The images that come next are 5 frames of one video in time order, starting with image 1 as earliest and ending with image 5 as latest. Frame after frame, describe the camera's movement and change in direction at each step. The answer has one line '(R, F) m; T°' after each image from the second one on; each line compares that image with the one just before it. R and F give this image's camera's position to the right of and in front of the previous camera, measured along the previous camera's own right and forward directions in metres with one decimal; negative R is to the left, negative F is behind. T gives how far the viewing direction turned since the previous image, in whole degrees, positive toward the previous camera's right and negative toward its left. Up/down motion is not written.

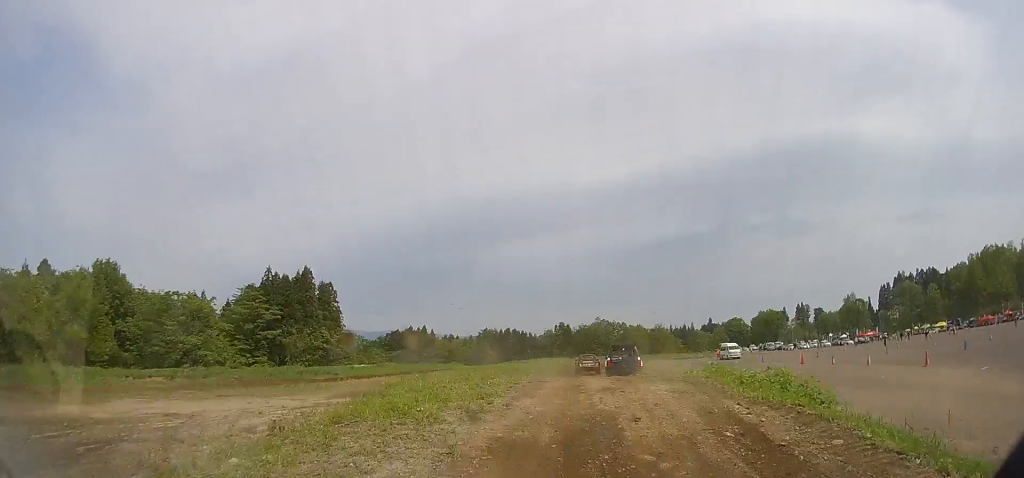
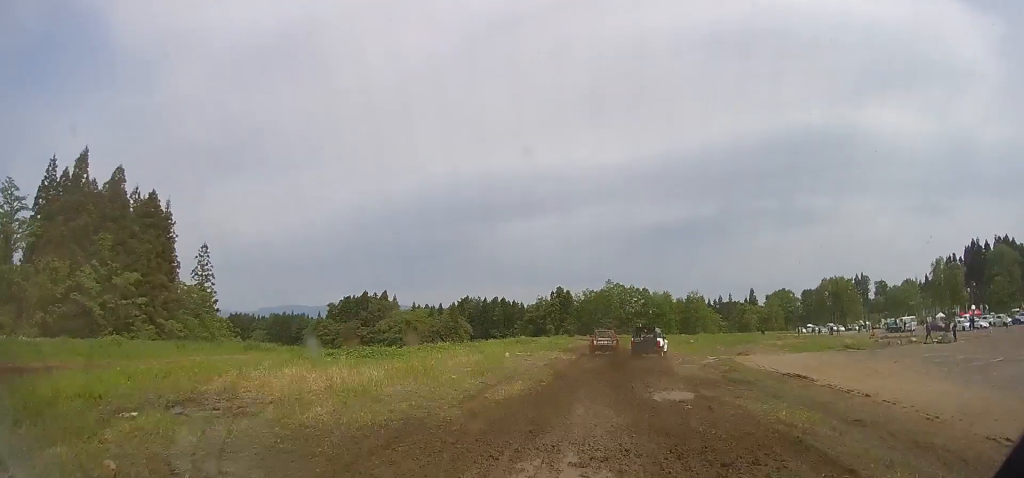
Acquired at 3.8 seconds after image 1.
(-0.1, +59.0) m; 0°
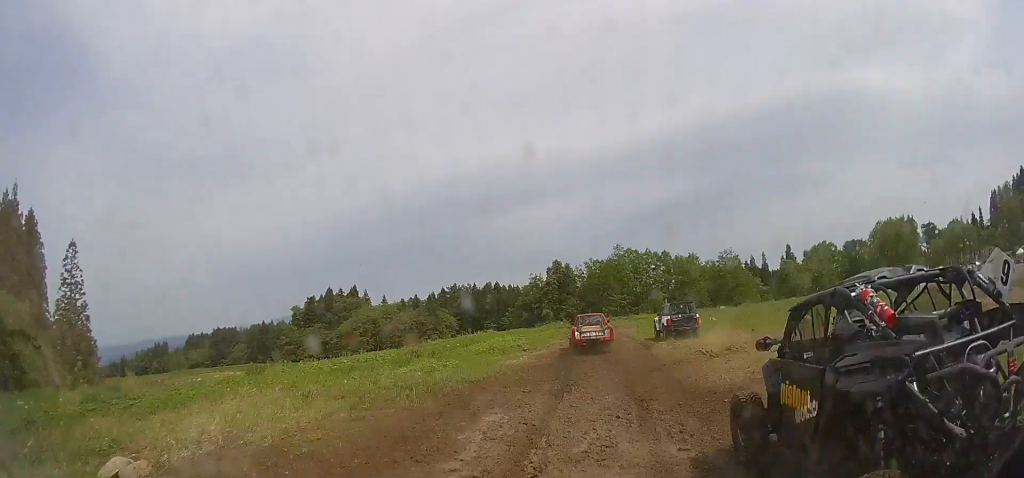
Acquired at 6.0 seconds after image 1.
(+0.4, +33.1) m; 0°
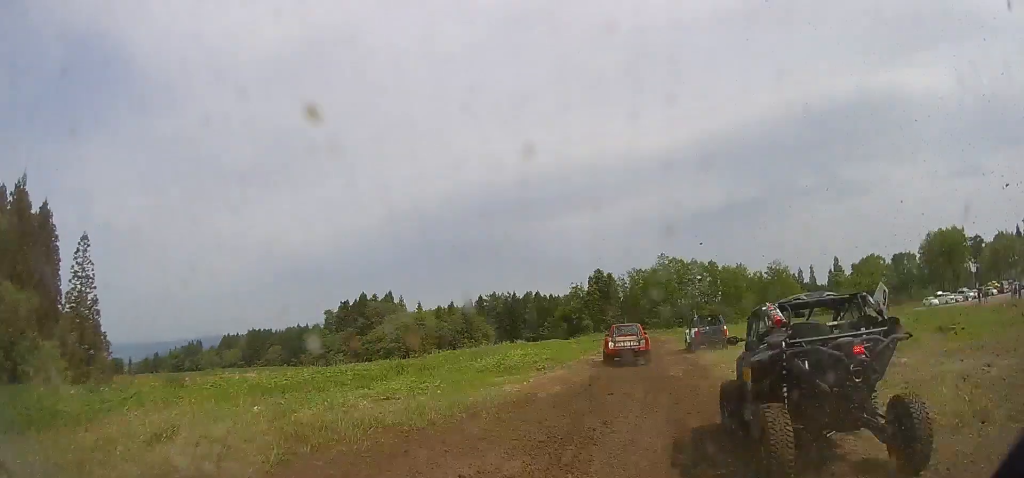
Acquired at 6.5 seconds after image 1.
(0.0, +7.4) m; -1°
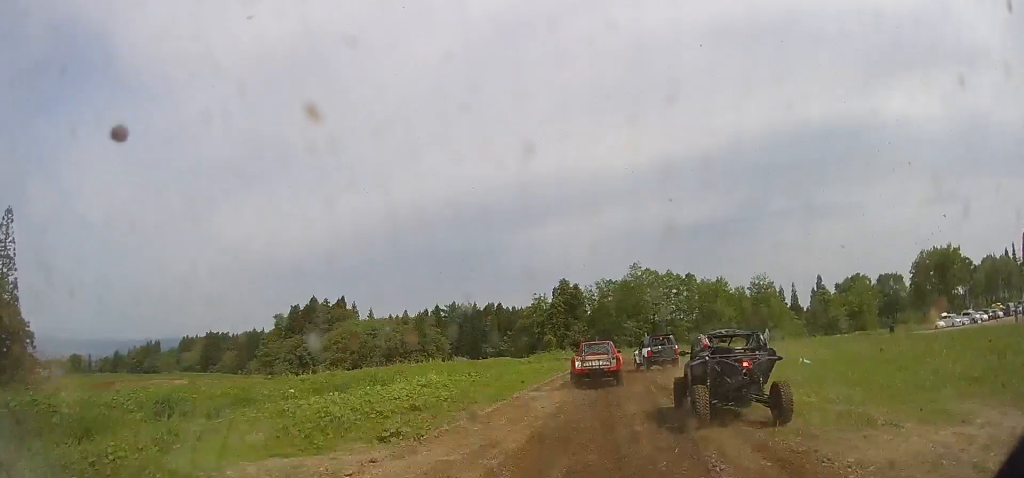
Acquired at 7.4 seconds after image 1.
(0.0, +11.1) m; -2°
